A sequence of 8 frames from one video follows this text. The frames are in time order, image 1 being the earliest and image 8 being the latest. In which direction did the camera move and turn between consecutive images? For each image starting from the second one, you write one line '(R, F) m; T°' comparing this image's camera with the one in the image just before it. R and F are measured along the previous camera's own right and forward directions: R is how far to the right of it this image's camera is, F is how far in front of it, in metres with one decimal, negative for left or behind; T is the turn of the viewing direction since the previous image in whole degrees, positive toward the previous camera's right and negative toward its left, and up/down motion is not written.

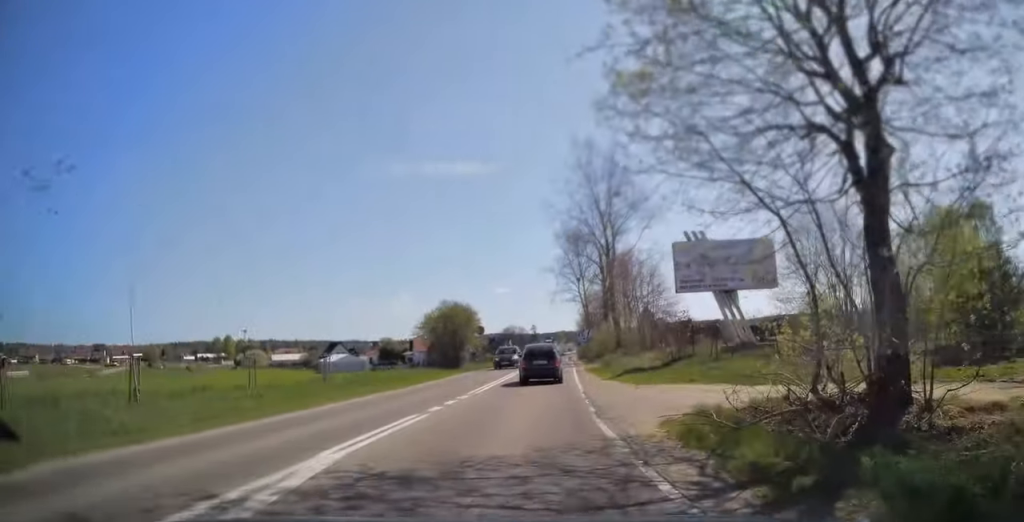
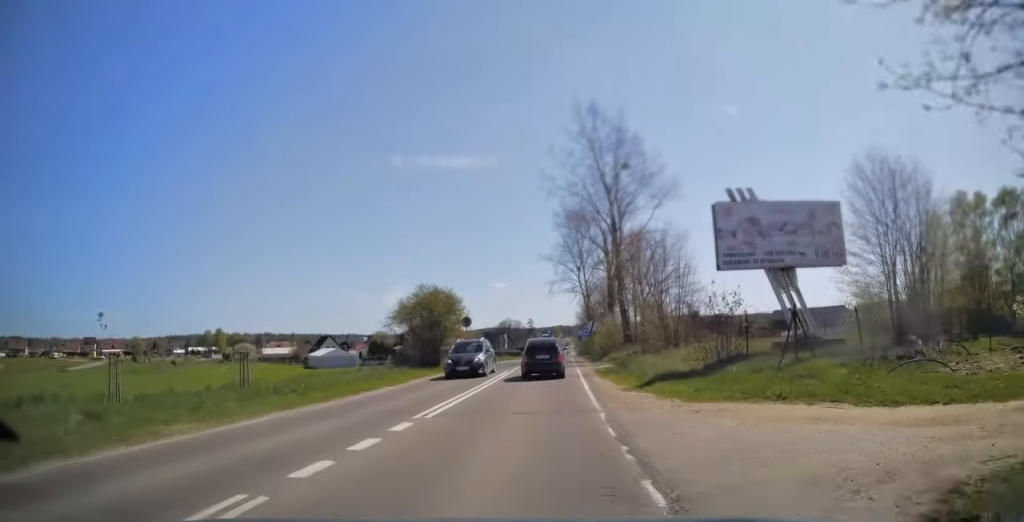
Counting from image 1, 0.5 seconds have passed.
(+0.1, +7.5) m; 0°
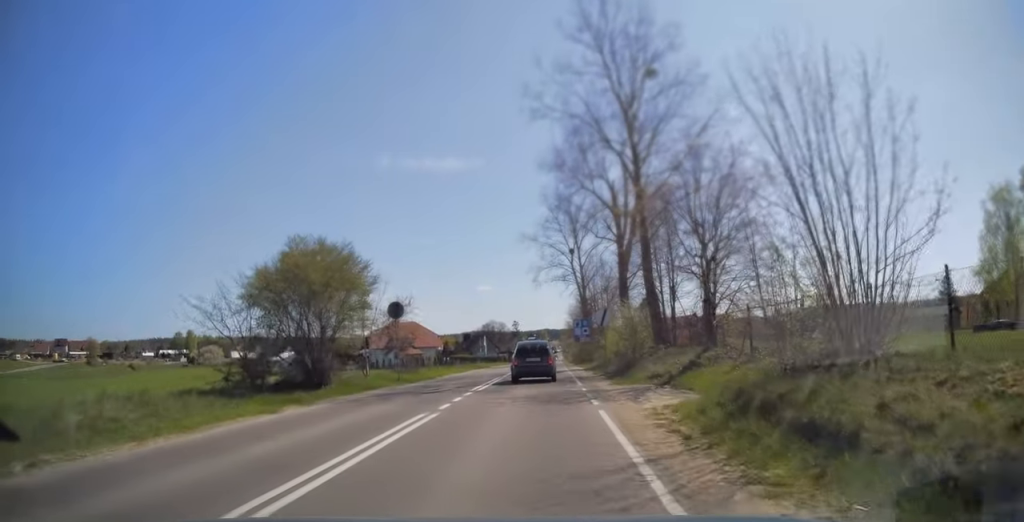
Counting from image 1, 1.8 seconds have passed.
(+0.1, +18.2) m; 0°
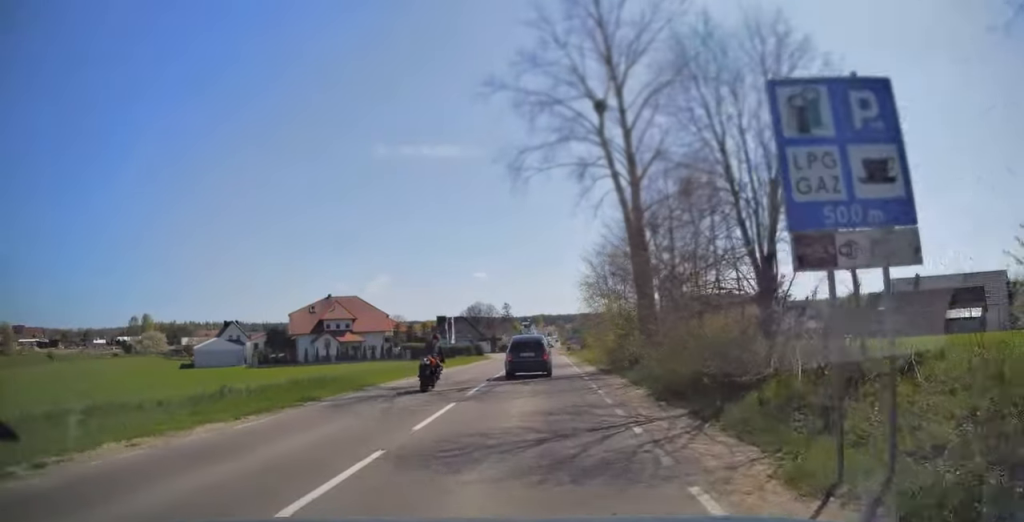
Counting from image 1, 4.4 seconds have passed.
(+0.4, +38.1) m; +1°
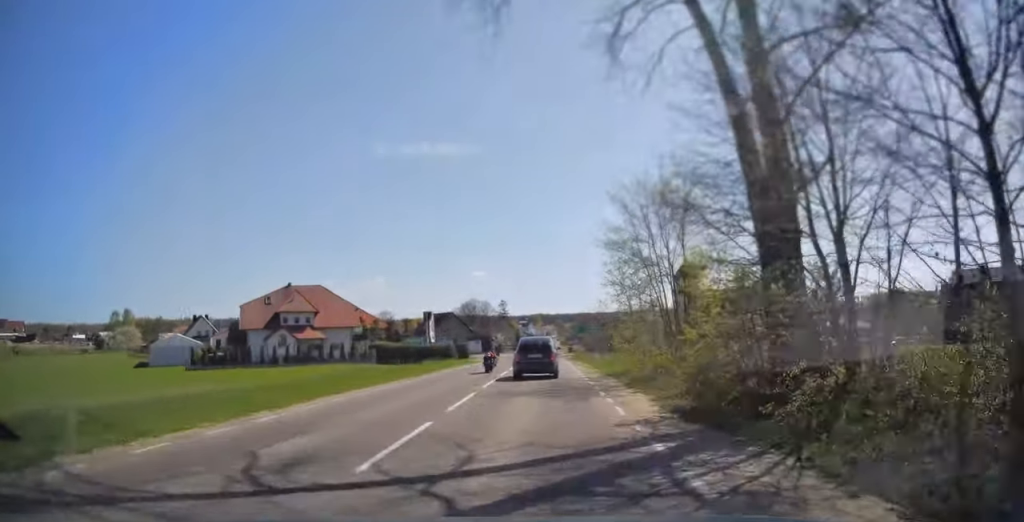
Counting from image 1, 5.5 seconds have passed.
(0.0, +14.8) m; 0°
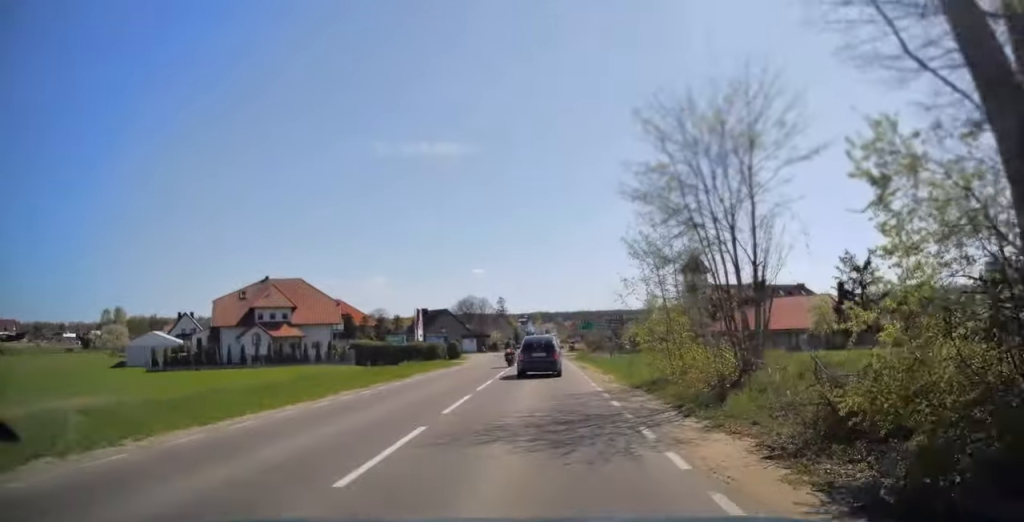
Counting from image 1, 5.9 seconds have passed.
(0.0, +6.6) m; 0°
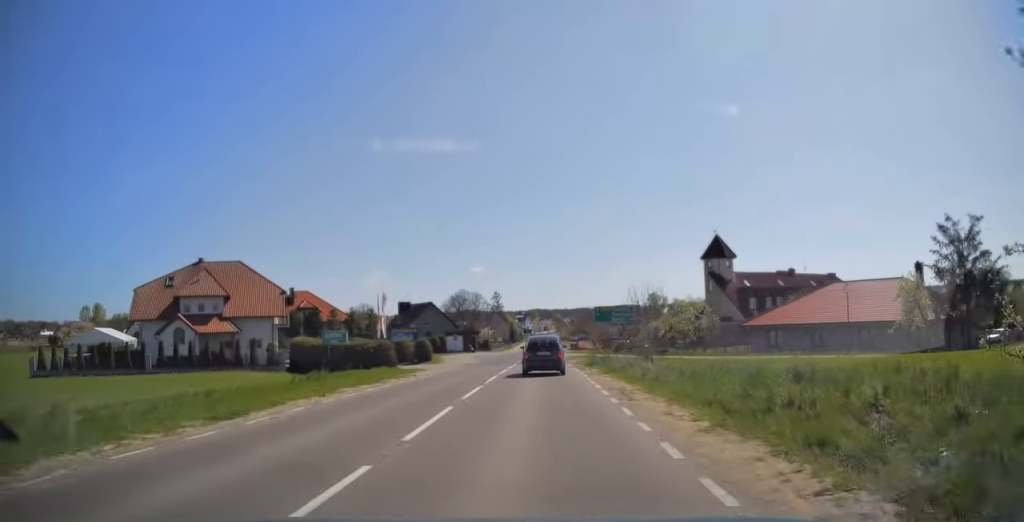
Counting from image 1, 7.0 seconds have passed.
(+0.1, +14.9) m; 0°
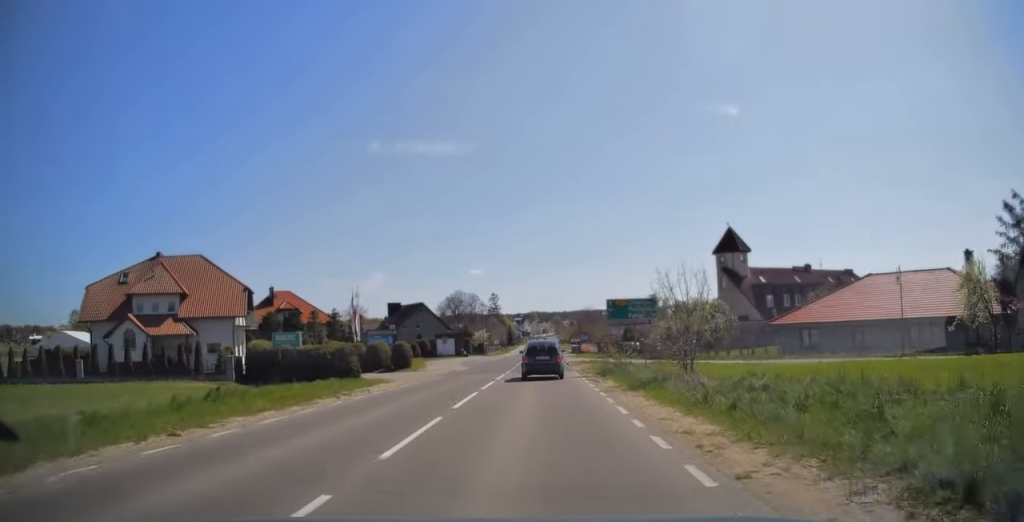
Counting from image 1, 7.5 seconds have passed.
(-0.1, +7.1) m; 0°
